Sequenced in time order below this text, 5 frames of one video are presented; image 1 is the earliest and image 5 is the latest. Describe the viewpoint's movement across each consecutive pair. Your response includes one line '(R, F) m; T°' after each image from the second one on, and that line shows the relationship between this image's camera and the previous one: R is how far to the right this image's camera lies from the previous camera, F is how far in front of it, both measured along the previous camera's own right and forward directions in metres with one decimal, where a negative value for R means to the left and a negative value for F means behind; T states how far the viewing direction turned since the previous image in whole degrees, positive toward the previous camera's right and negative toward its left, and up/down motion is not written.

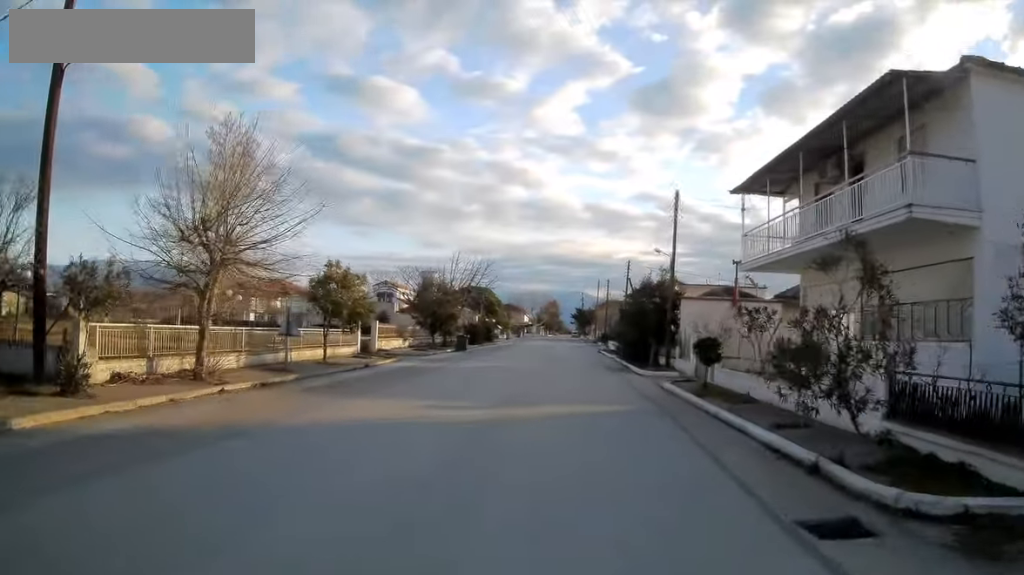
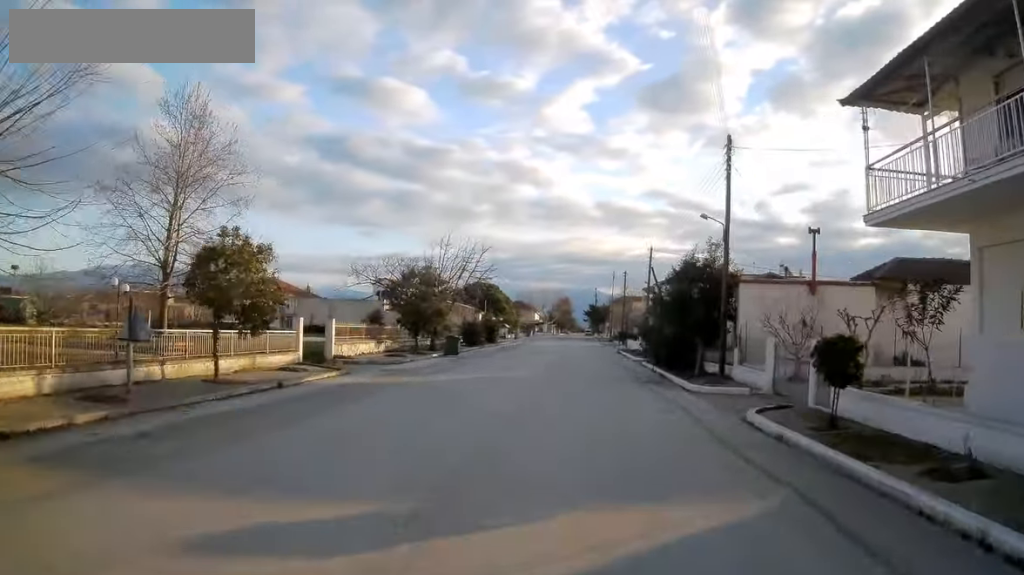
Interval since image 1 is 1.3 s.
(-0.4, +7.8) m; 0°
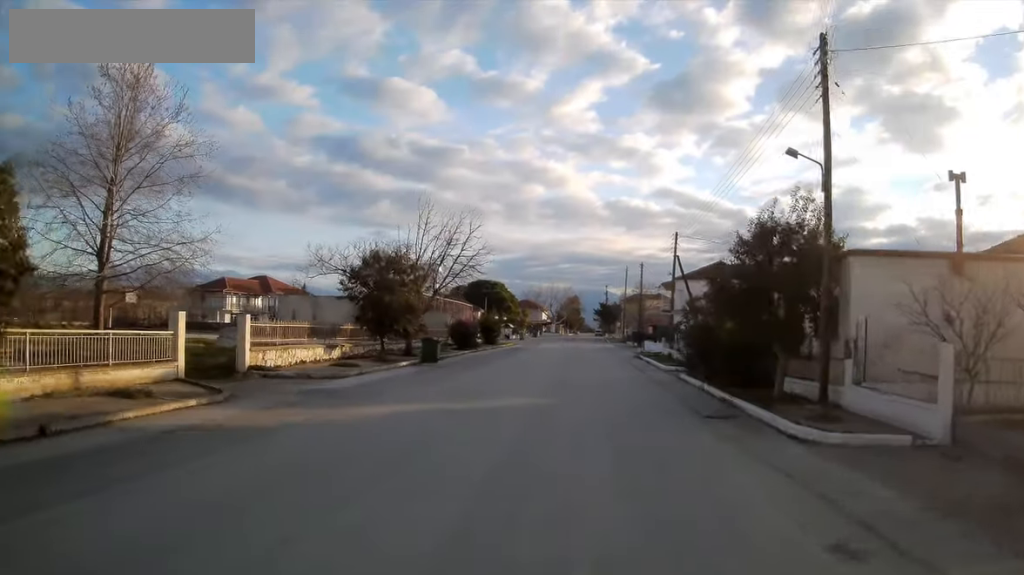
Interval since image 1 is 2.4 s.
(+0.5, +7.4) m; +3°
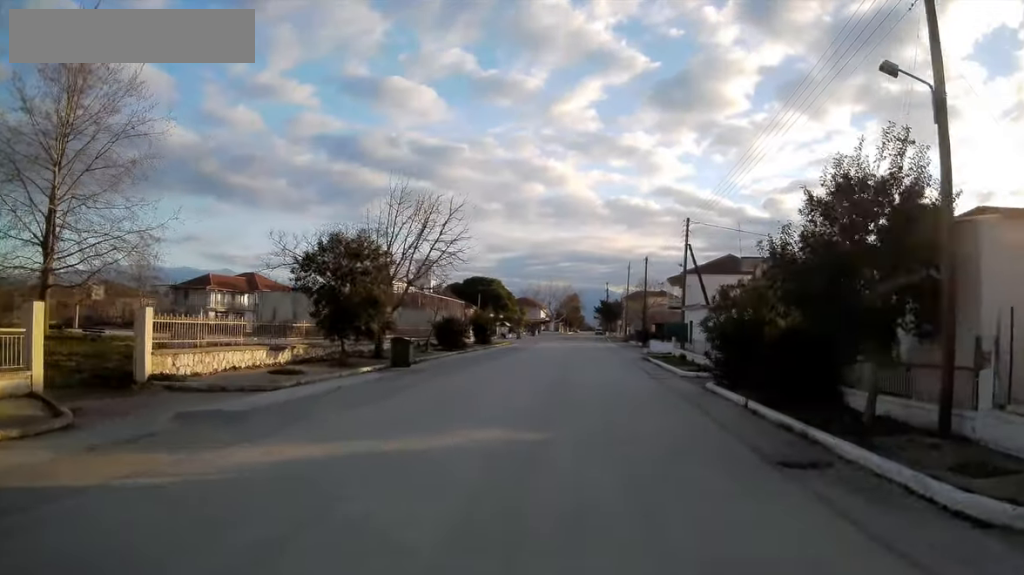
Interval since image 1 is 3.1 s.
(-0.1, +4.7) m; -1°
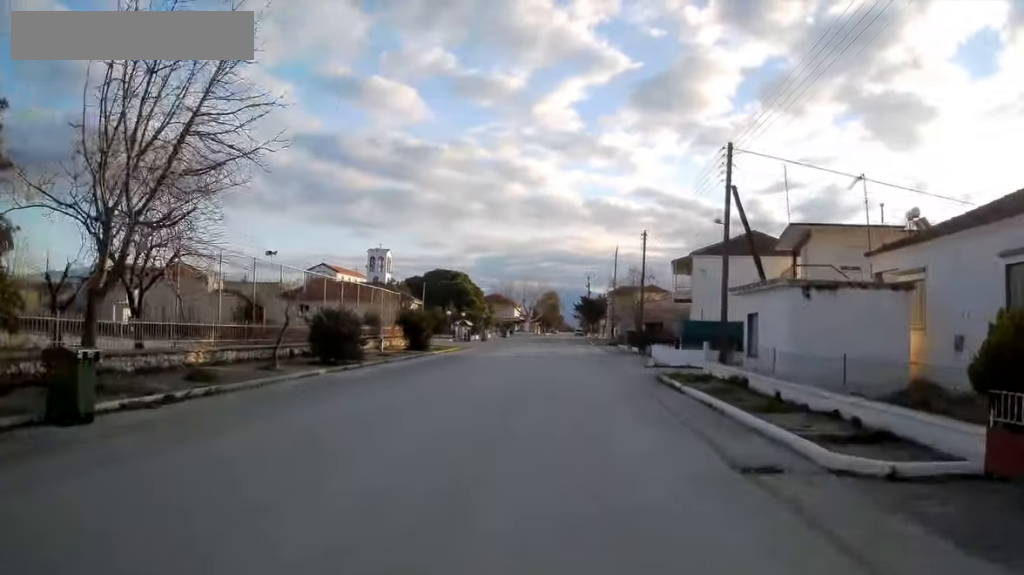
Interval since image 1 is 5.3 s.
(+0.7, +15.0) m; +5°
